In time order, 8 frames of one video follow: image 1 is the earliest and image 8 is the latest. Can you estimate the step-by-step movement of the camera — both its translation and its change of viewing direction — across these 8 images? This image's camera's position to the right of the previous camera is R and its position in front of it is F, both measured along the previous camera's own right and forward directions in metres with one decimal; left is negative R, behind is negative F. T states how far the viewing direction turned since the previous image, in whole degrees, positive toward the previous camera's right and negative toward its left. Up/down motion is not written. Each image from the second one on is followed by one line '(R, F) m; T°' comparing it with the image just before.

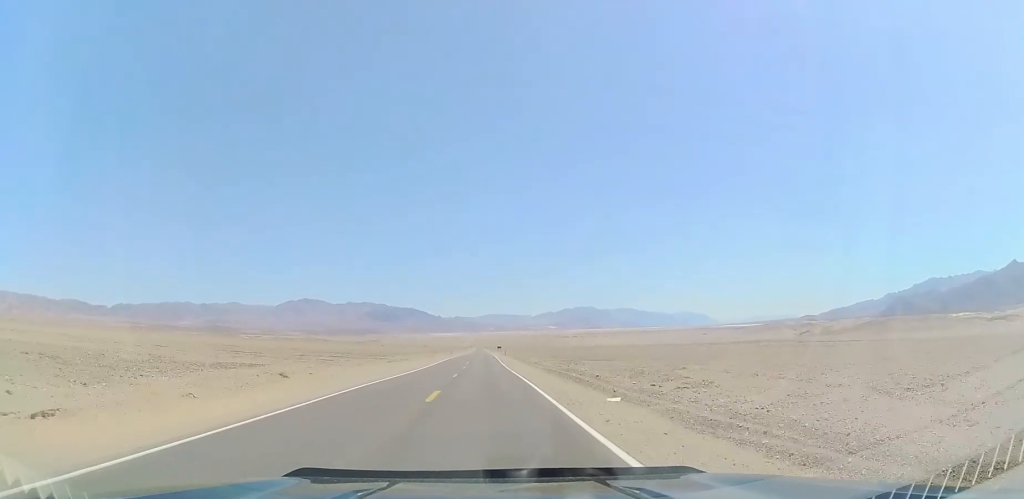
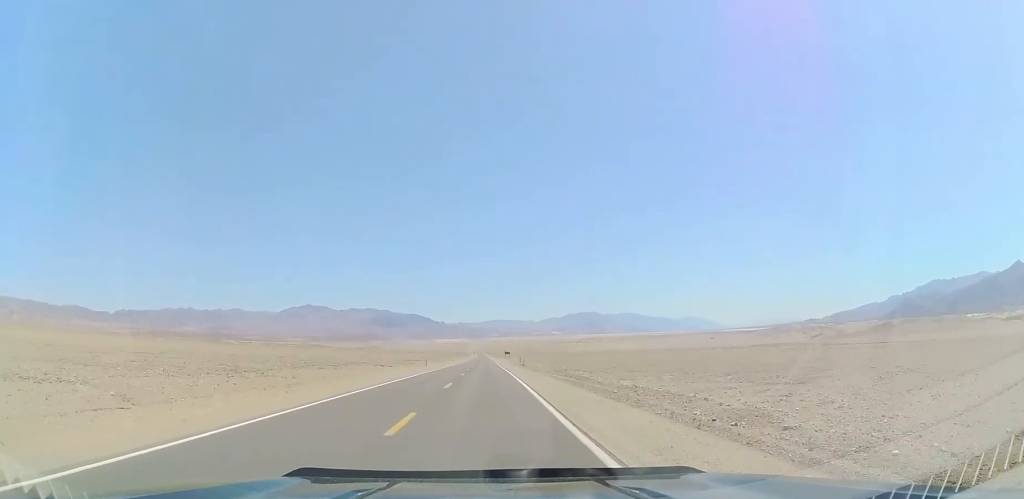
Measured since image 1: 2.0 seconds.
(+0.8, +63.5) m; +1°
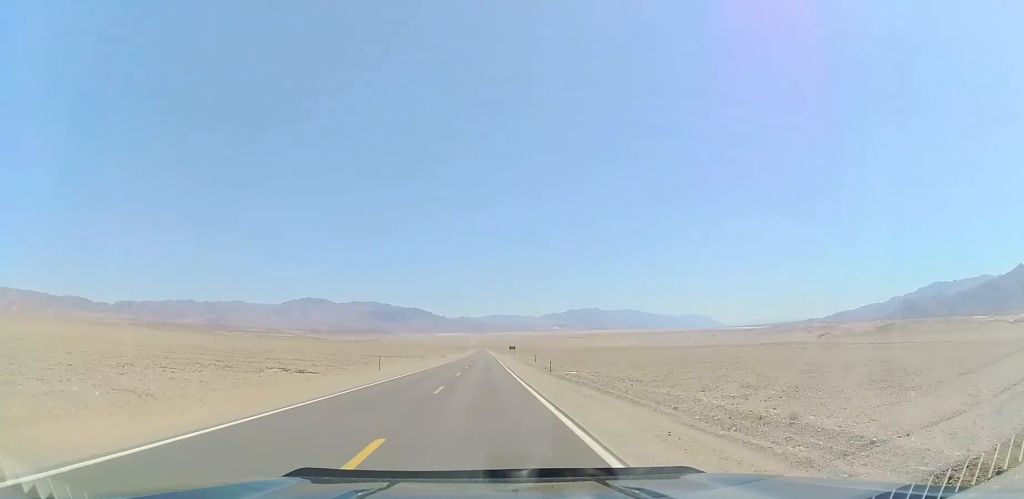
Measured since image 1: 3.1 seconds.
(-0.3, +33.9) m; -1°
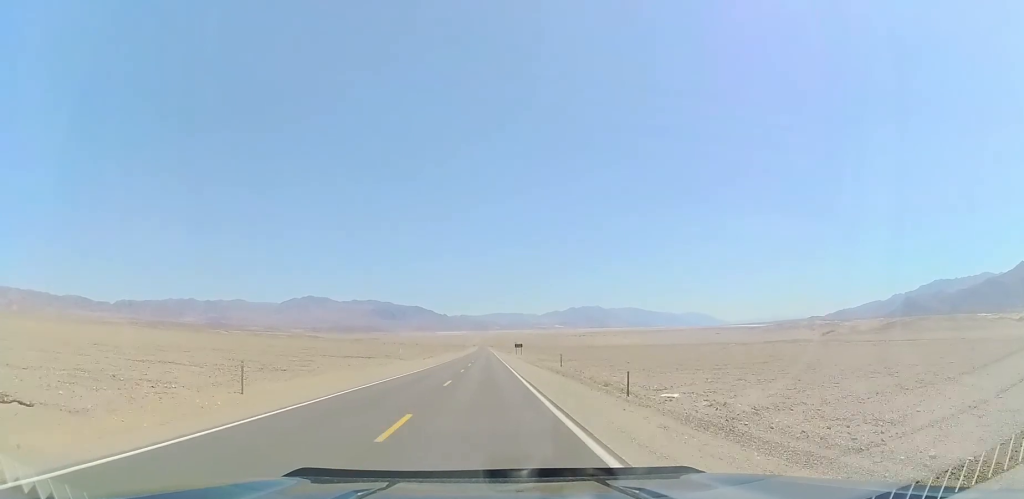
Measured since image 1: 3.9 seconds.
(-0.2, +25.7) m; 0°
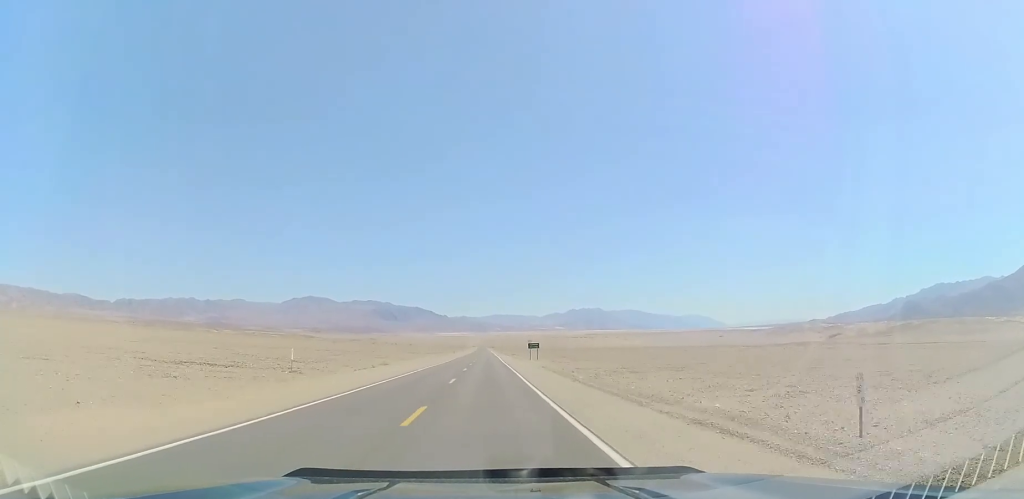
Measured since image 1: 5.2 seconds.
(+0.1, +41.9) m; +1°
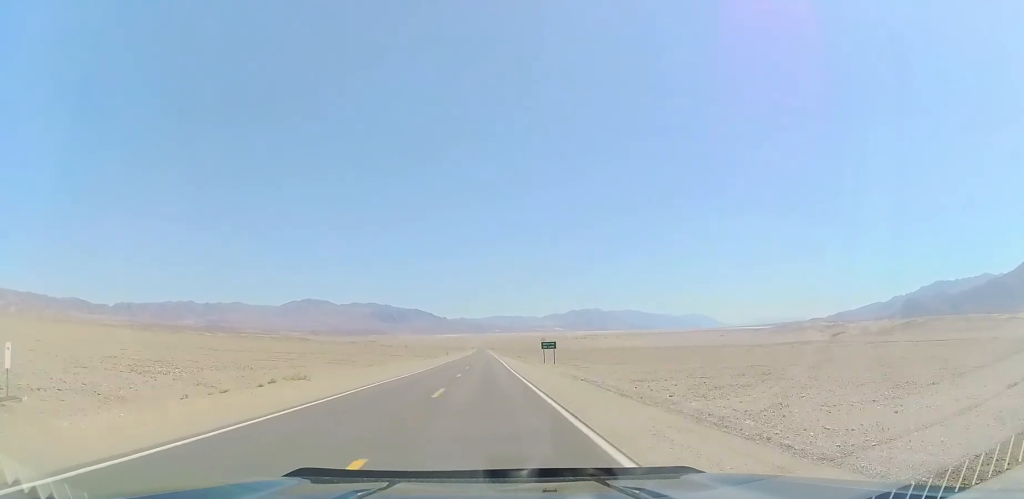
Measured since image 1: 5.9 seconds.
(+0.1, +22.7) m; 0°
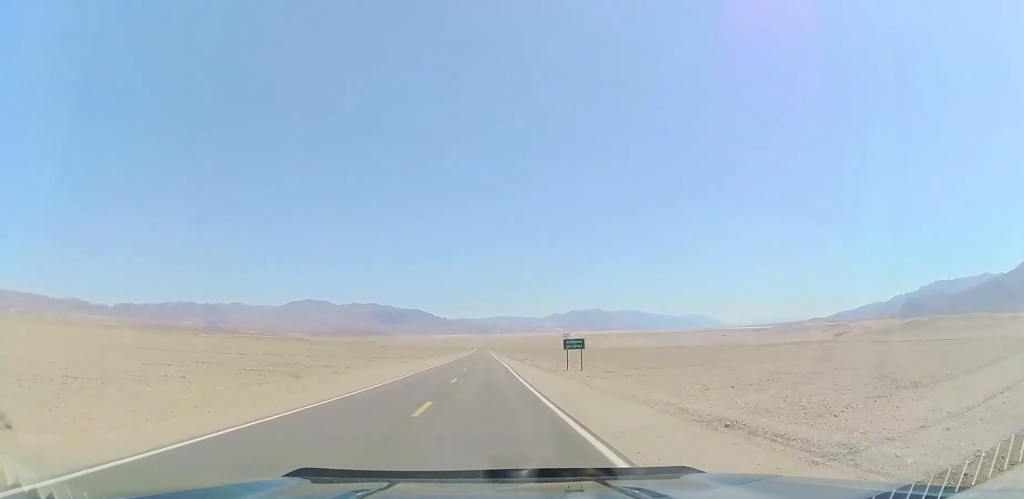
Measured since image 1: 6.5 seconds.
(+0.1, +19.5) m; 0°
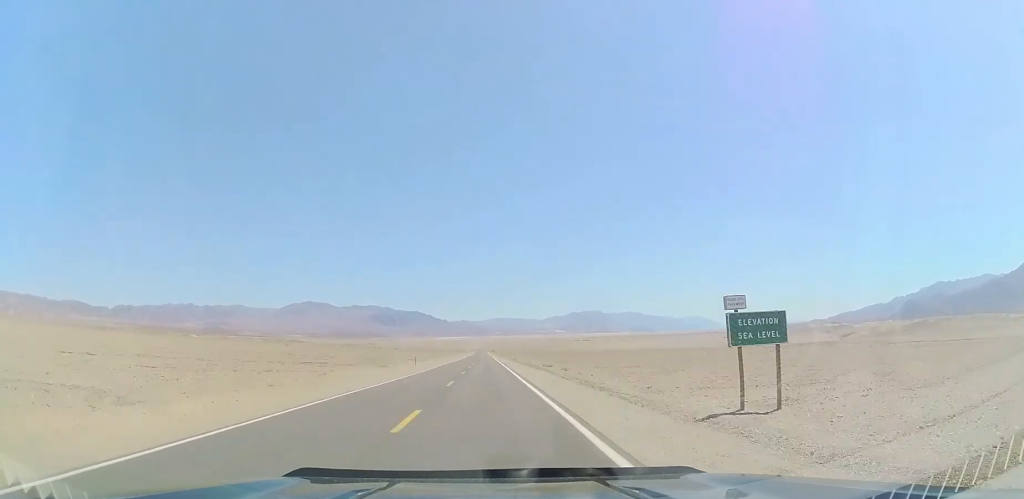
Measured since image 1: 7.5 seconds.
(-0.4, +32.3) m; 0°
